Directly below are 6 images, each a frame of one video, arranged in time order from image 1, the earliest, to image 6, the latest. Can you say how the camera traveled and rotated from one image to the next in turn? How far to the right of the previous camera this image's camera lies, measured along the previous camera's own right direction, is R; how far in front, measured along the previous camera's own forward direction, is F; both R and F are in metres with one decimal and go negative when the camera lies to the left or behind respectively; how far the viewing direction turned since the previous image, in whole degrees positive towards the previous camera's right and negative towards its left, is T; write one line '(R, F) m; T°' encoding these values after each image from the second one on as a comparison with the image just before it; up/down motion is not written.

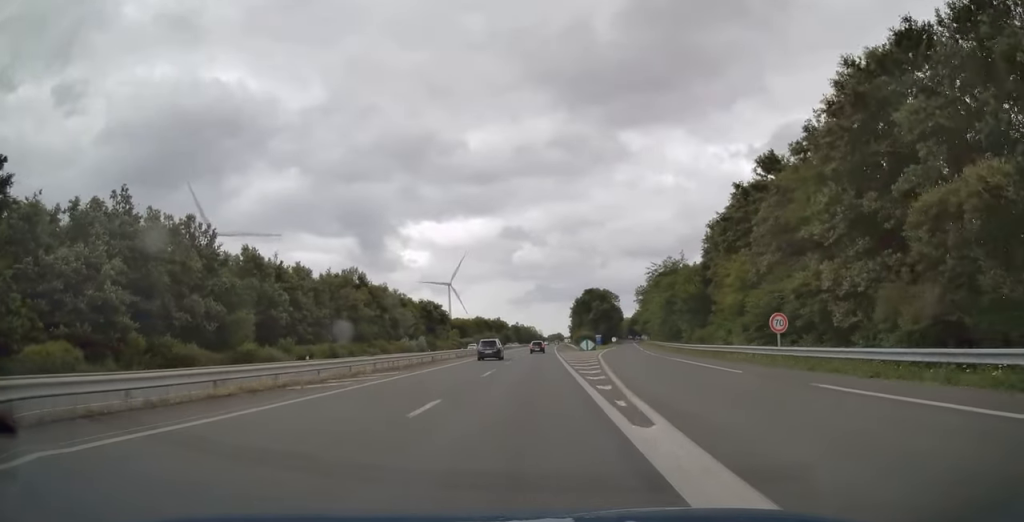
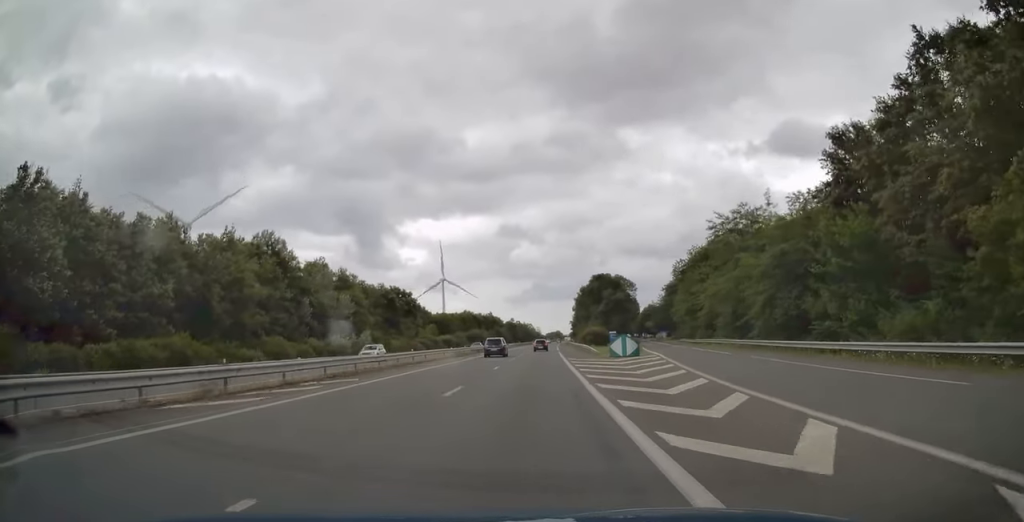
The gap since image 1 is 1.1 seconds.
(-0.4, +35.4) m; 0°
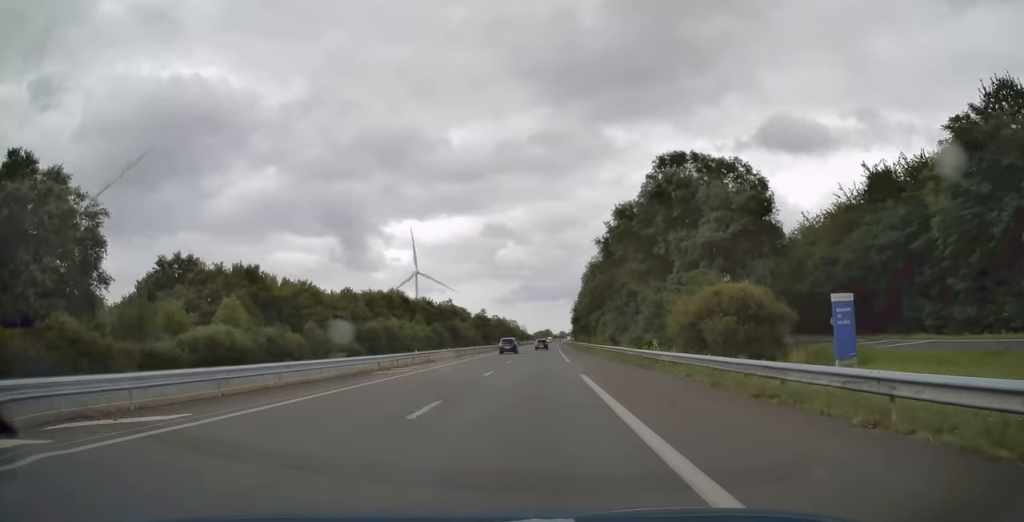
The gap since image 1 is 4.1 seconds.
(+1.4, +96.0) m; +1°
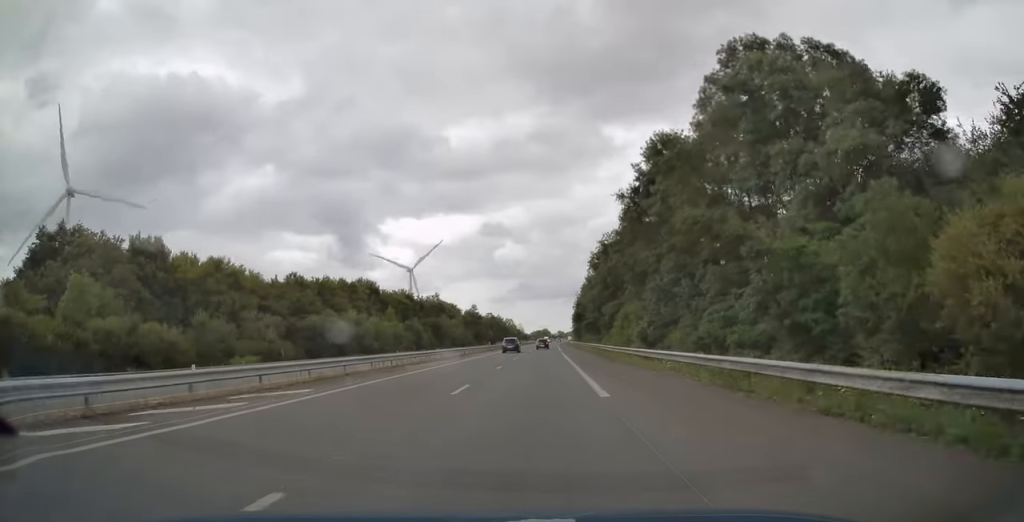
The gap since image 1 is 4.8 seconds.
(0.0, +21.5) m; +1°
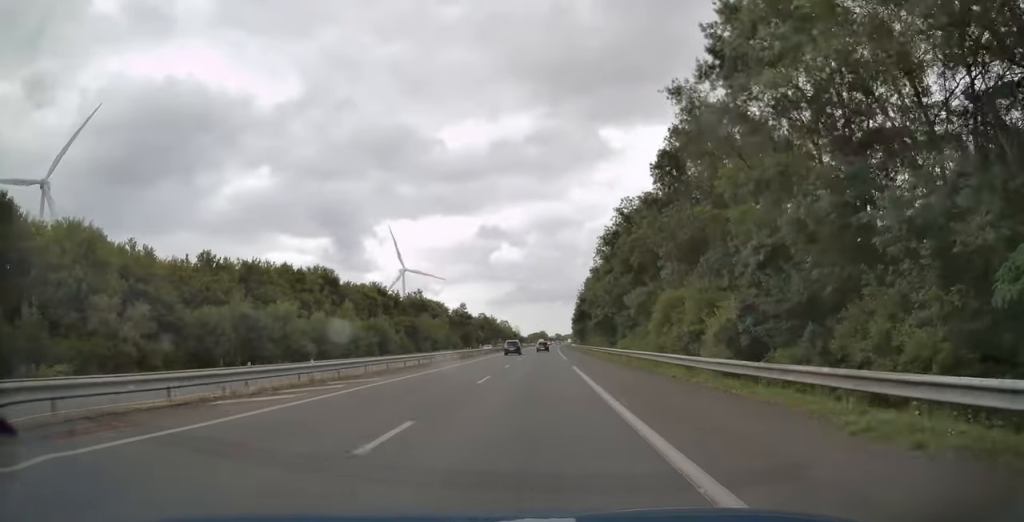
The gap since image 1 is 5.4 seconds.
(+0.1, +20.9) m; 0°
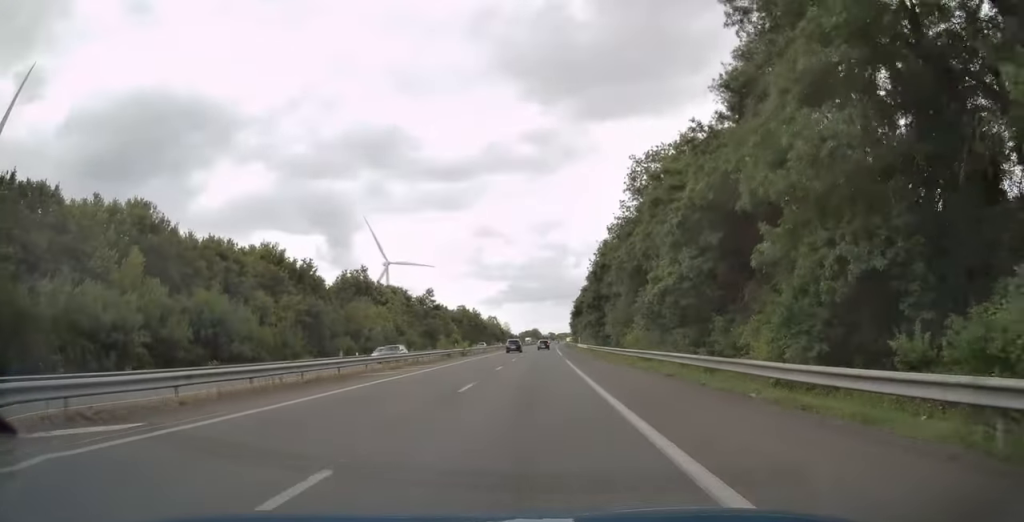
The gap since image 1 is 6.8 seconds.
(0.0, +43.4) m; 0°
